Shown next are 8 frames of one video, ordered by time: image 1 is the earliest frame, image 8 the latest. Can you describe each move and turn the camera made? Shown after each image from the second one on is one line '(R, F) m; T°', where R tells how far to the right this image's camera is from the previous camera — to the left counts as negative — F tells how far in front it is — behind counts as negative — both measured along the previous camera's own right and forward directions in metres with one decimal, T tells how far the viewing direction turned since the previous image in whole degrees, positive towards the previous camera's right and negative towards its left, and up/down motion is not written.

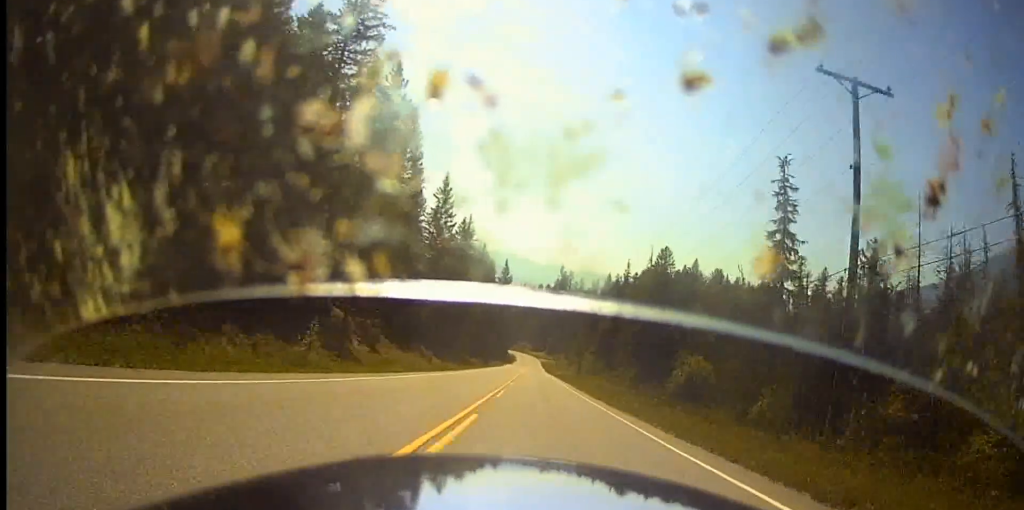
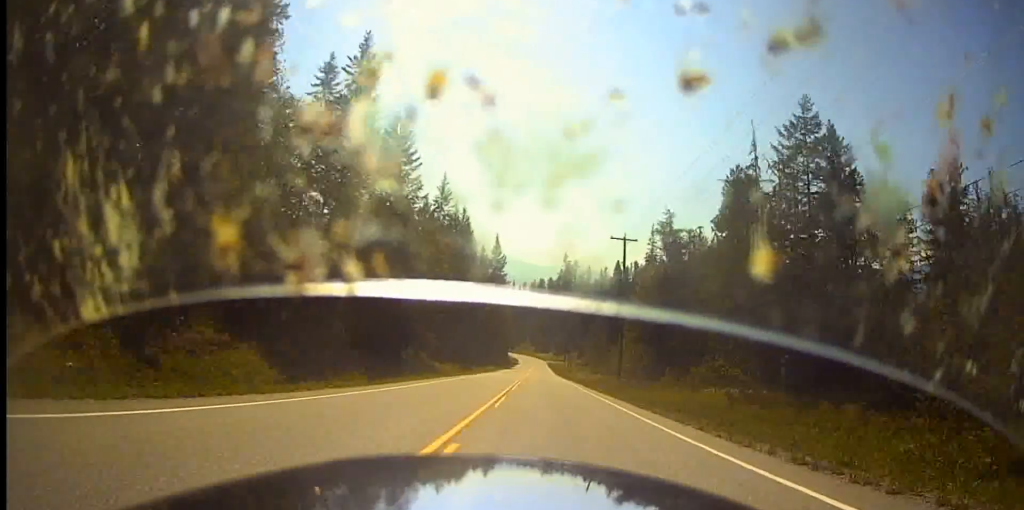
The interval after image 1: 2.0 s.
(+1.0, +45.1) m; 0°
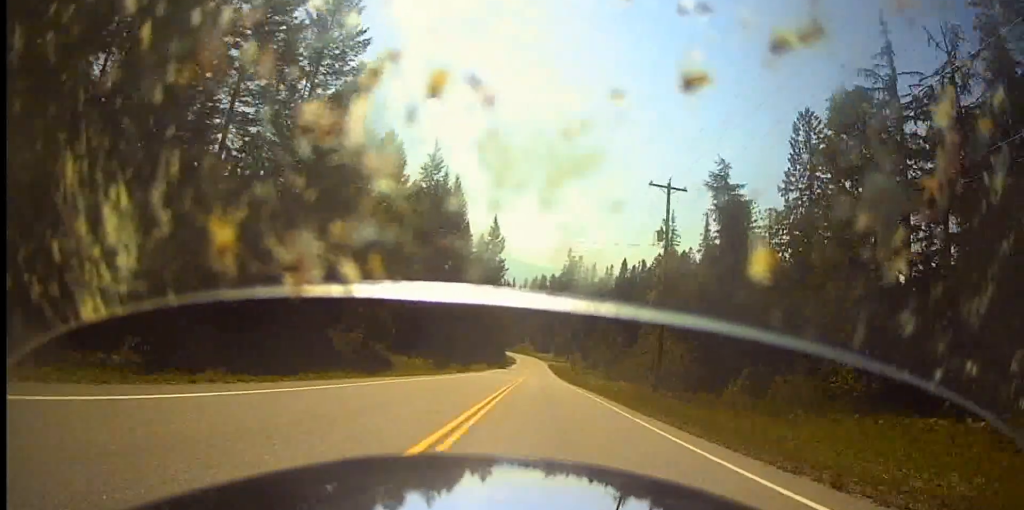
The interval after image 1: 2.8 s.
(0.0, +19.7) m; -1°
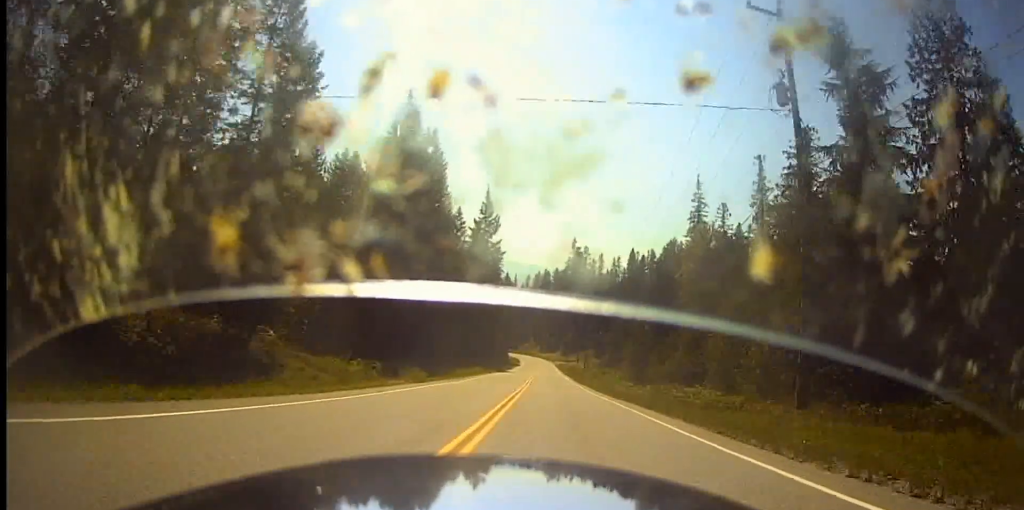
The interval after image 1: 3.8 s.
(-0.2, +22.6) m; -1°
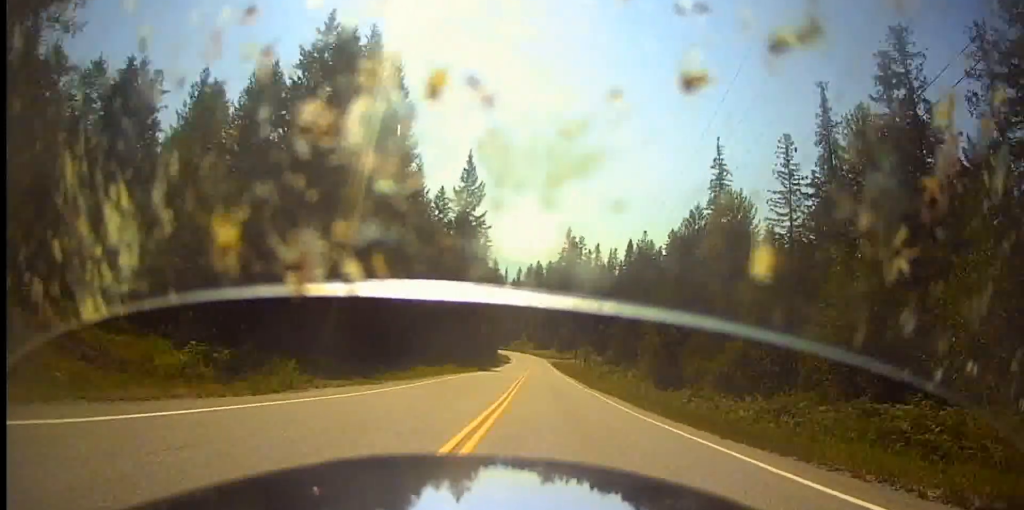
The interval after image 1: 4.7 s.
(-0.2, +18.6) m; 0°
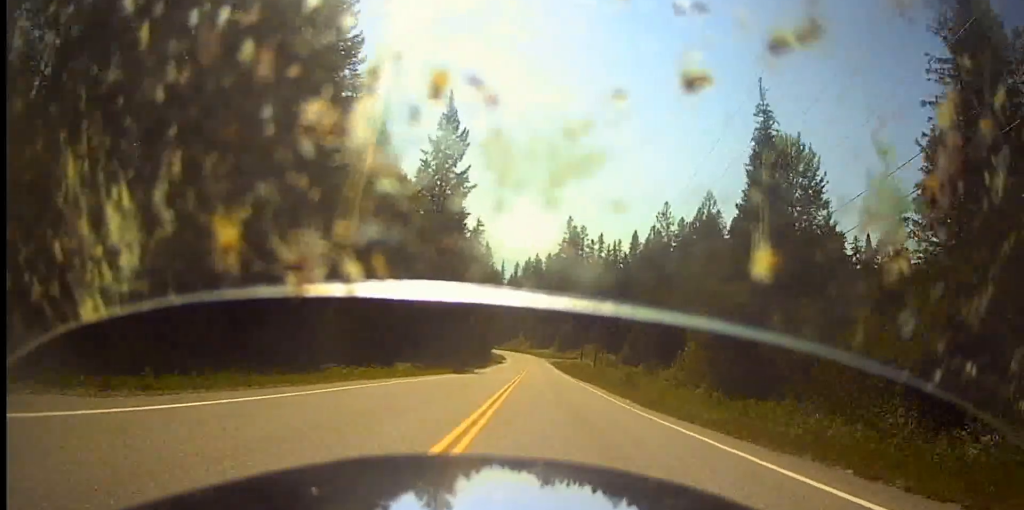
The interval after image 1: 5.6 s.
(+0.3, +21.1) m; +1°
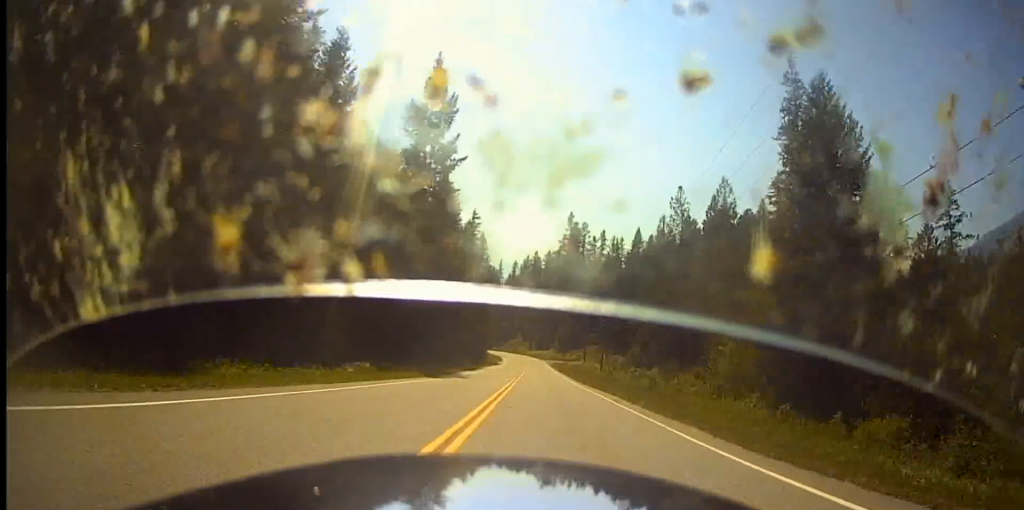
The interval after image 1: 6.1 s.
(+0.3, +10.0) m; 0°
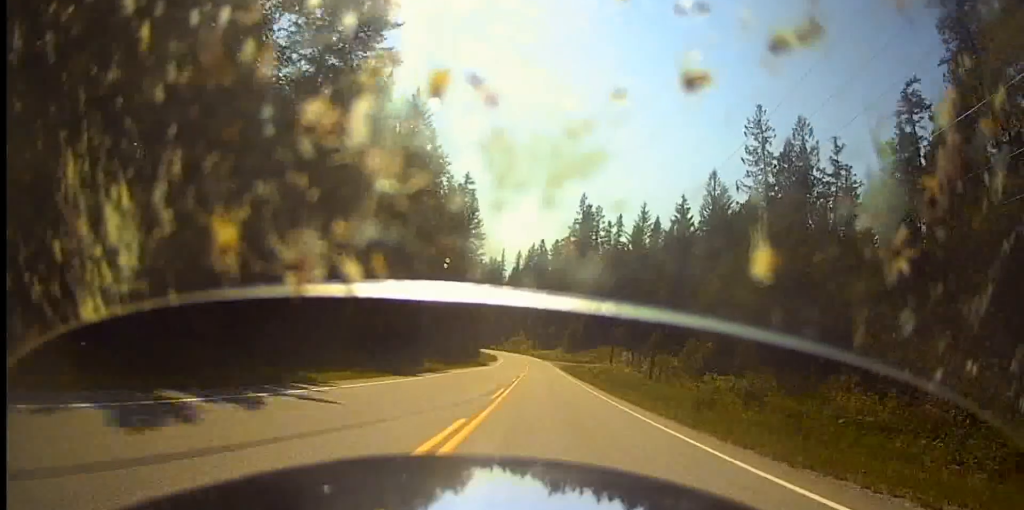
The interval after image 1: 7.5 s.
(-0.2, +29.5) m; 0°
